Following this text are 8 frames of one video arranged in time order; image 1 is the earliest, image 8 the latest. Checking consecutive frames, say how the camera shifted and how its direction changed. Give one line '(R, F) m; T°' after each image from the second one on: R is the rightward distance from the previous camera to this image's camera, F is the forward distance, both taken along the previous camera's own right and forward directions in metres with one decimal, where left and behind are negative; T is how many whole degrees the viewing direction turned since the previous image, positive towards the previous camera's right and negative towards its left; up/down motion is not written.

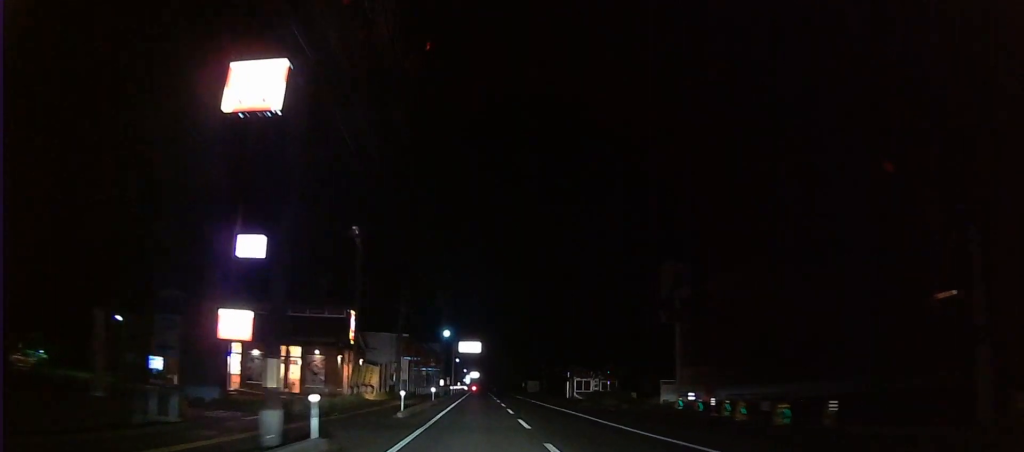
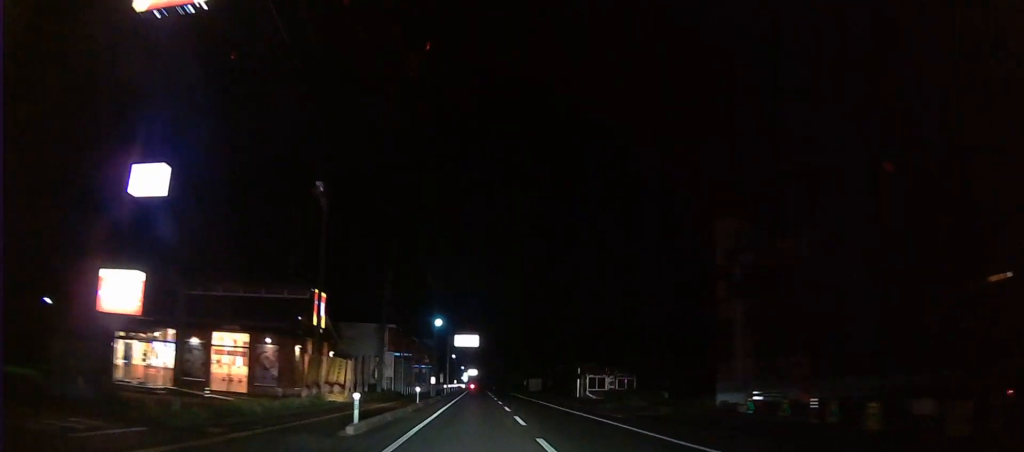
(0.0, +9.2) m; 0°
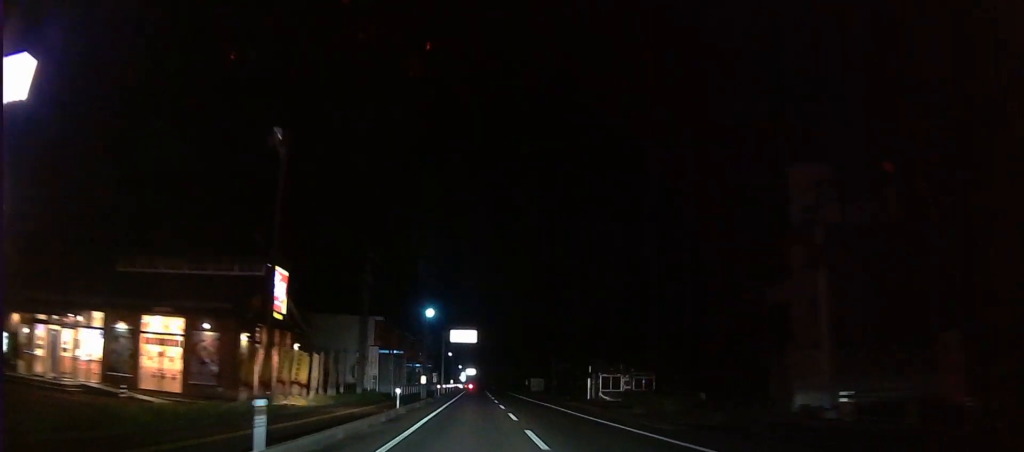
(+0.1, +7.4) m; 0°
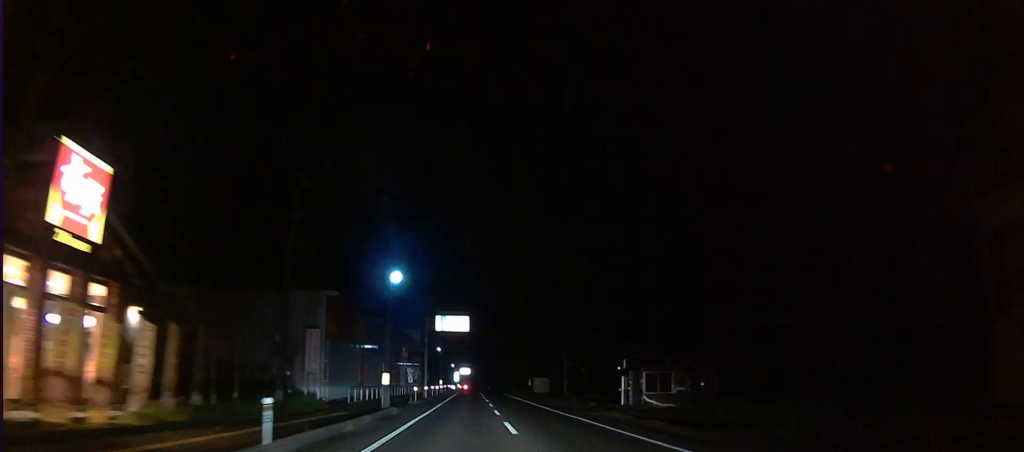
(+0.1, +15.9) m; 0°
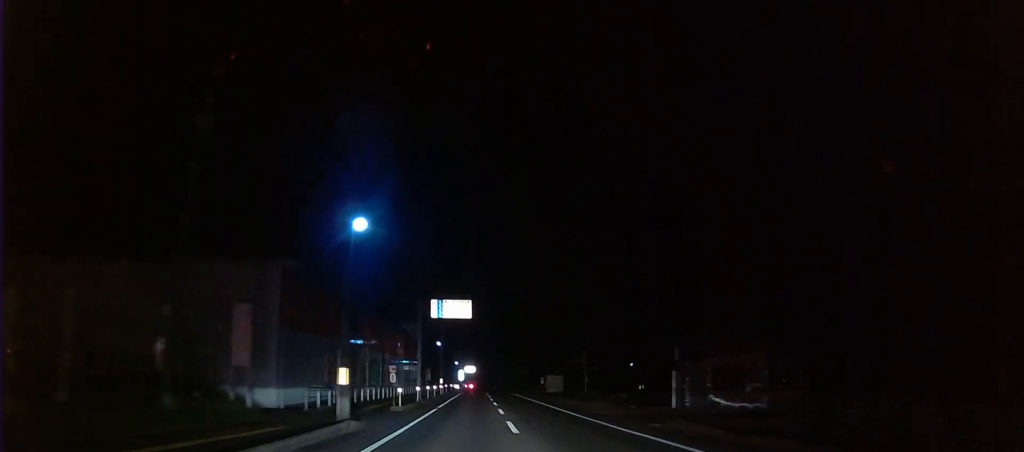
(0.0, +10.3) m; 0°
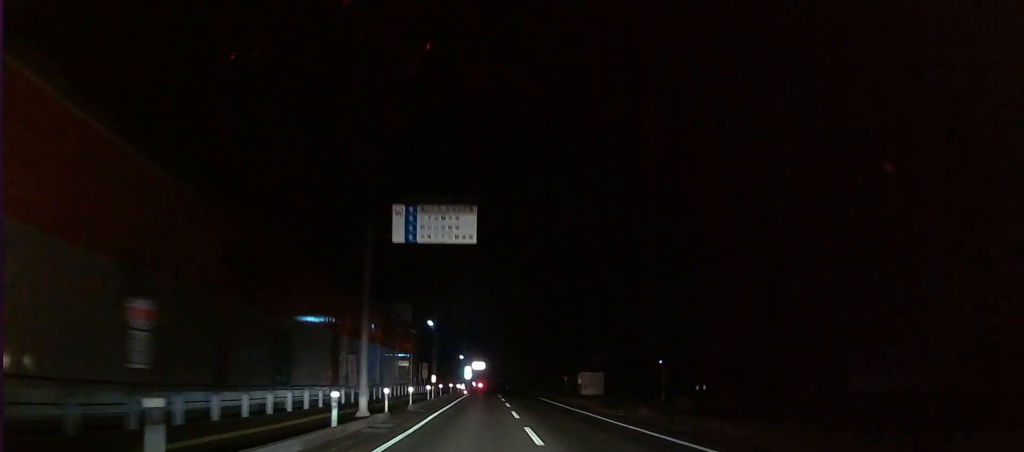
(-0.1, +23.8) m; 0°
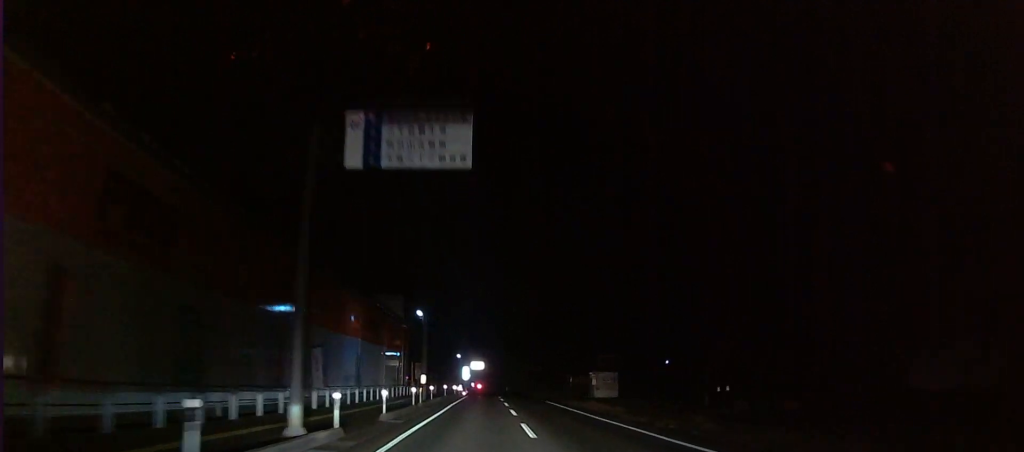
(+0.1, +7.7) m; 0°
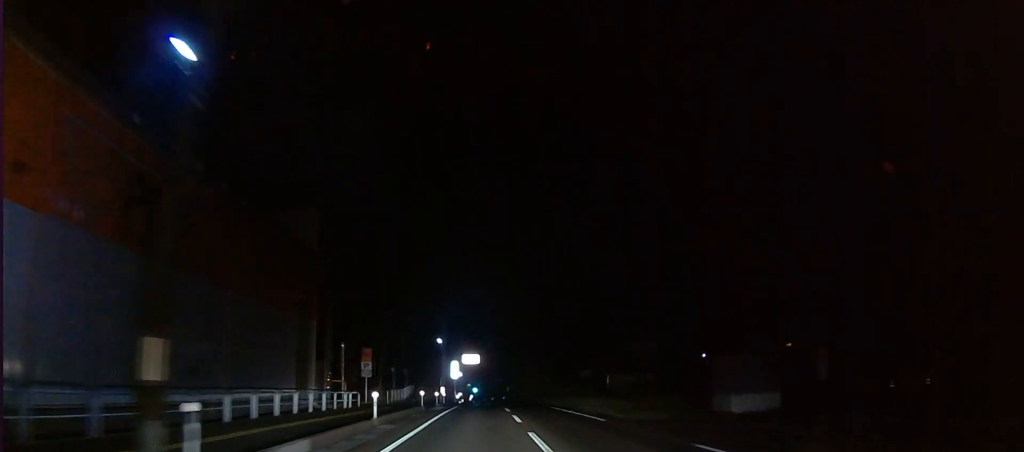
(0.0, +34.1) m; 0°
